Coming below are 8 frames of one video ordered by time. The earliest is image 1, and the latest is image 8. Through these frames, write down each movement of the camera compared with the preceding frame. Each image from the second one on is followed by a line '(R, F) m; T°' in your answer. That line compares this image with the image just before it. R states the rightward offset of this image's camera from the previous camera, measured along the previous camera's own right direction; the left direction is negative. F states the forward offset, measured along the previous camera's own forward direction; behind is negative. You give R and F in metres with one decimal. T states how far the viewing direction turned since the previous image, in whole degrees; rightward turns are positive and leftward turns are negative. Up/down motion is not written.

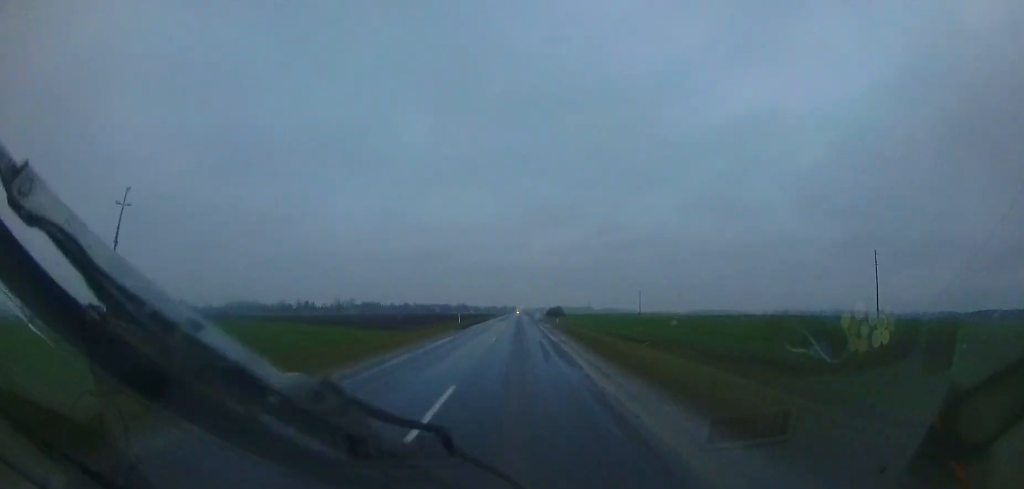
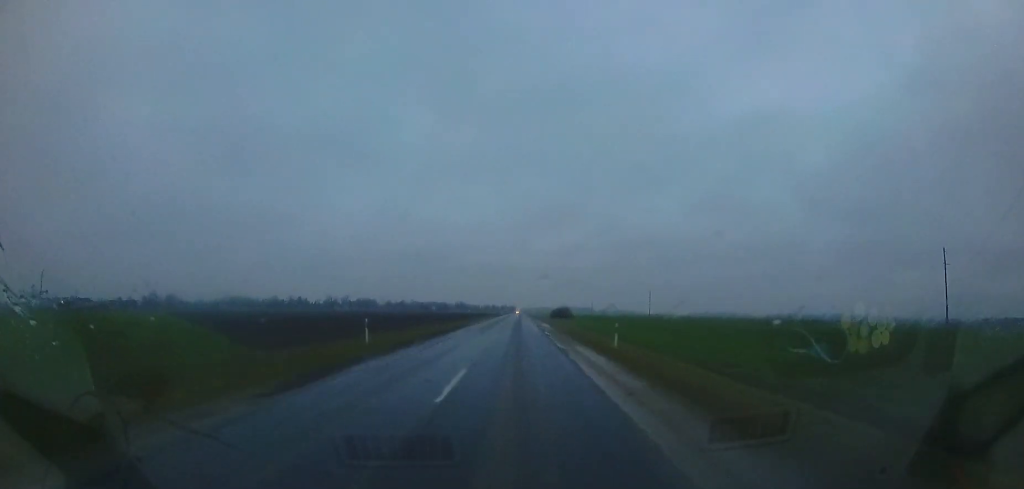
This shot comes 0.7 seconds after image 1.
(+0.2, +22.3) m; +1°
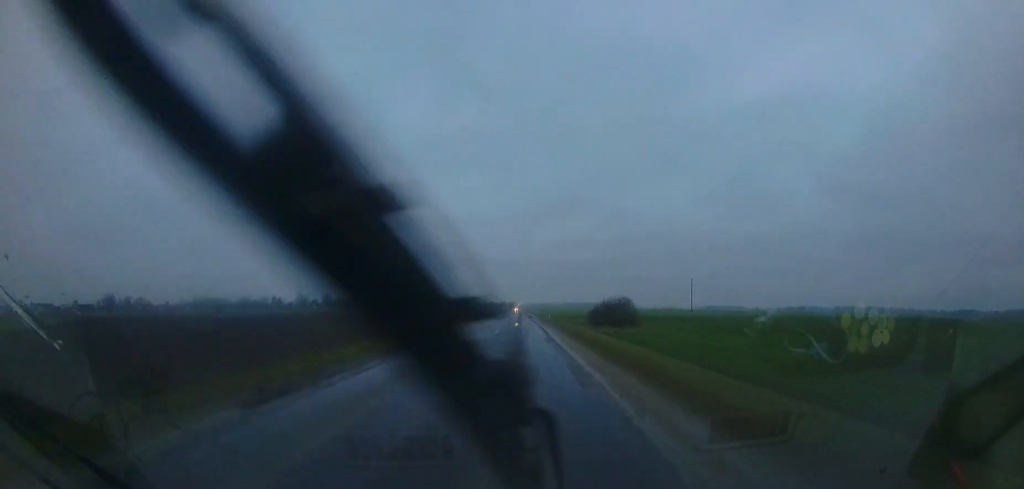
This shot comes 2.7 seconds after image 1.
(0.0, +69.0) m; 0°
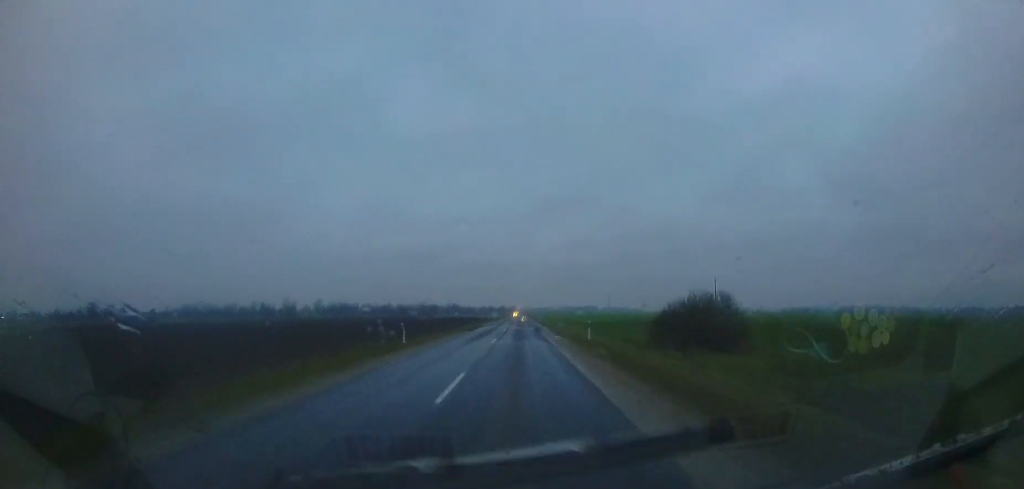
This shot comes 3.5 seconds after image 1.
(+0.1, +26.7) m; 0°
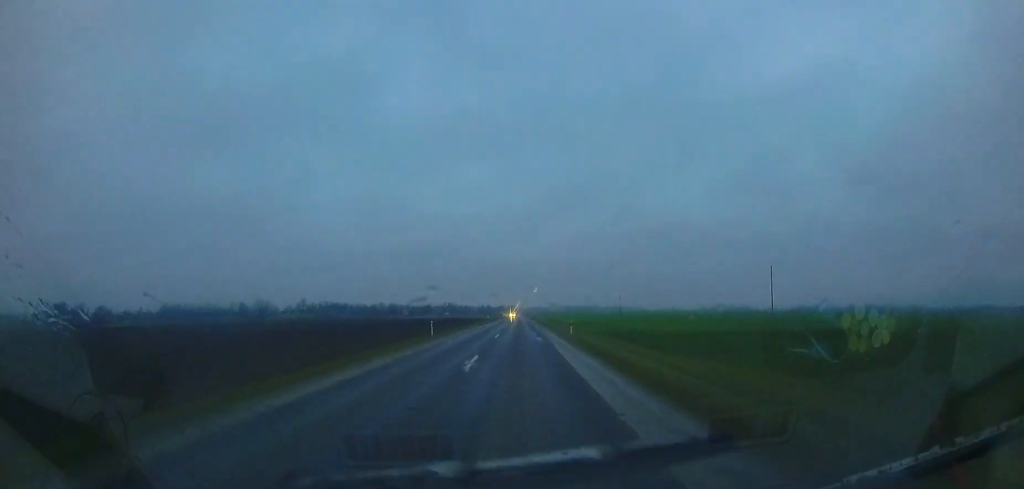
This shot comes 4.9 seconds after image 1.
(+0.1, +44.4) m; 0°
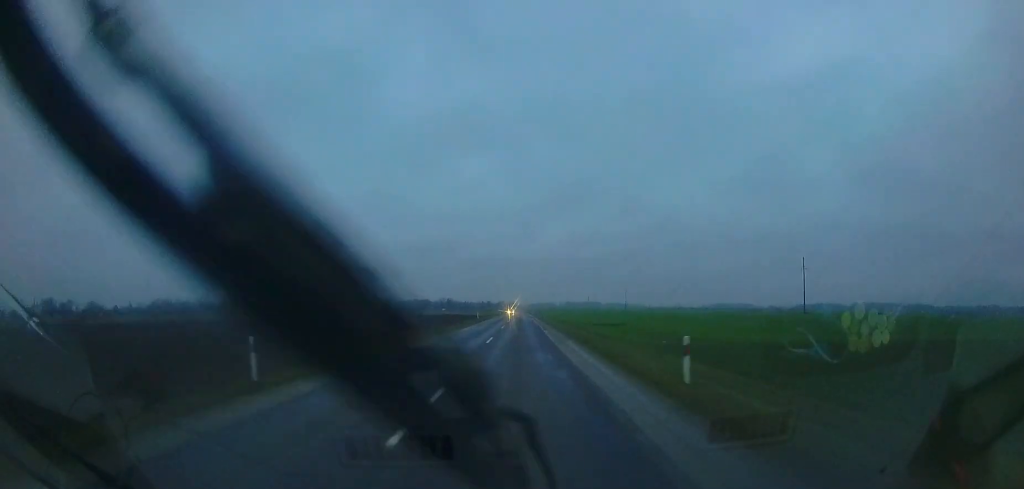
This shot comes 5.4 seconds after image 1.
(-0.1, +17.7) m; 0°
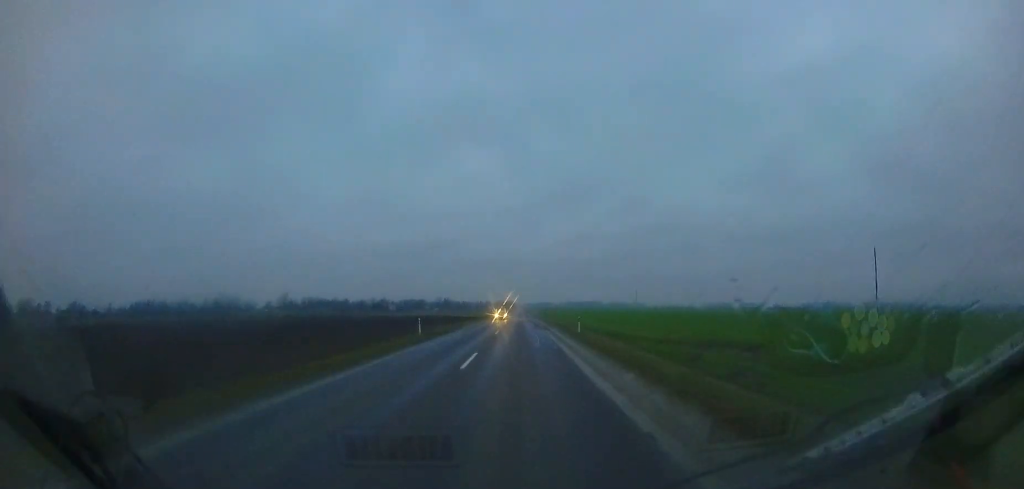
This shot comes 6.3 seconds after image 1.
(0.0, +31.1) m; 0°
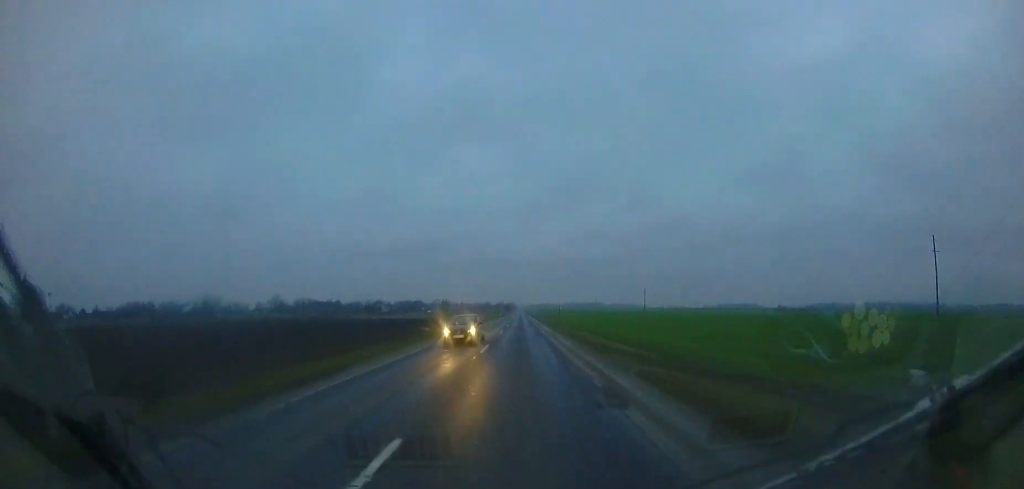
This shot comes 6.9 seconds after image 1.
(0.0, +19.9) m; -1°
